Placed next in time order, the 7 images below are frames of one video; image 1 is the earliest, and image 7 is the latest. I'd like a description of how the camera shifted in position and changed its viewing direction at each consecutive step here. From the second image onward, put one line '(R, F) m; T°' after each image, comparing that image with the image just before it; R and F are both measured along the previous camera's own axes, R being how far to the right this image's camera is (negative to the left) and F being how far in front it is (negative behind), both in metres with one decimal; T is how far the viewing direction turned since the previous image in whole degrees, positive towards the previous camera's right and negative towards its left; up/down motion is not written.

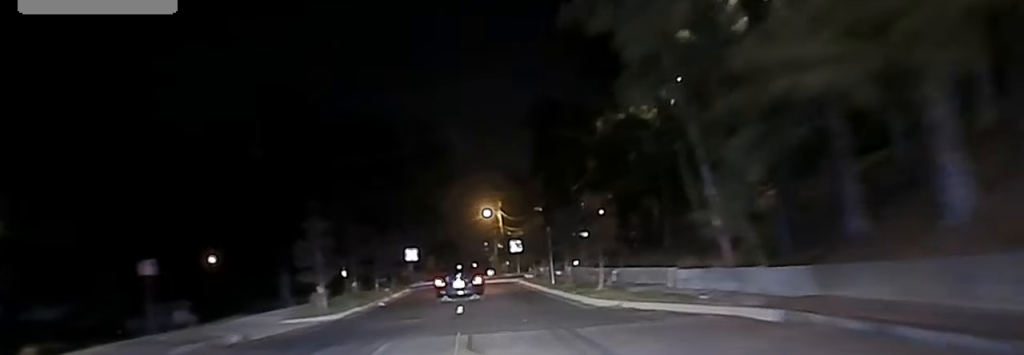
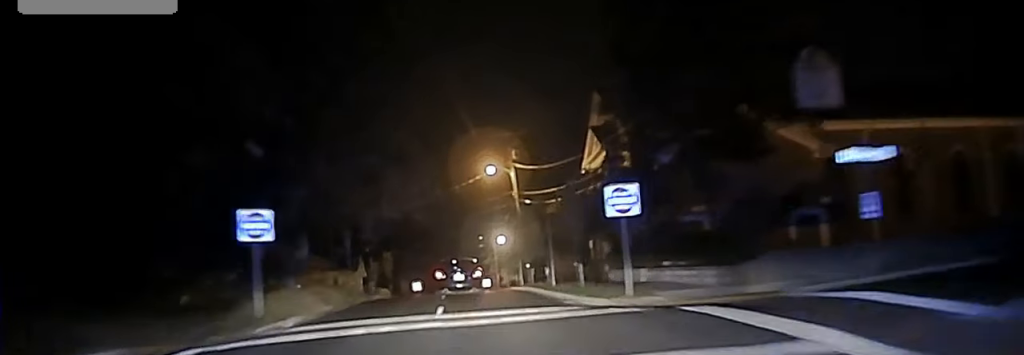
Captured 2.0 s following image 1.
(+0.7, +55.0) m; +1°
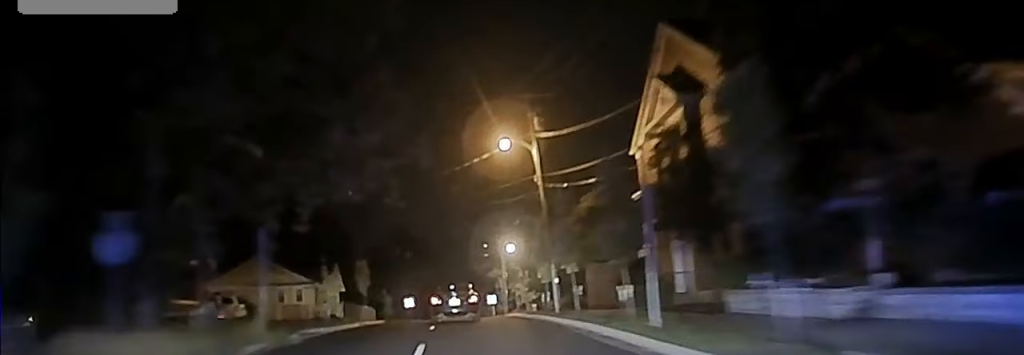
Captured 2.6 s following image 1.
(0.0, +17.0) m; 0°
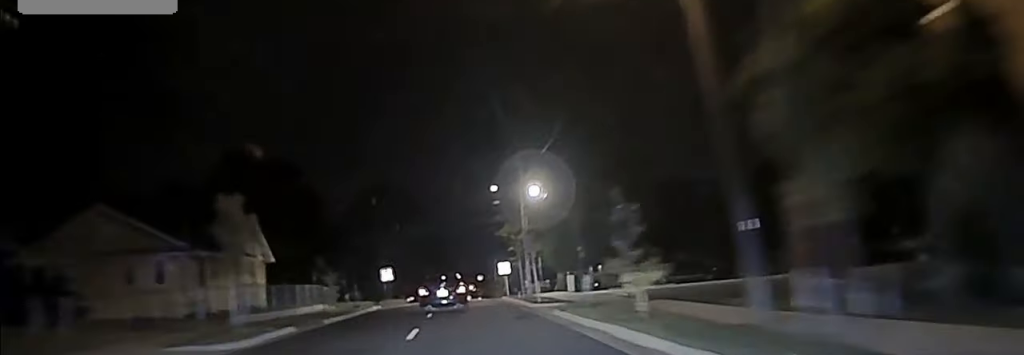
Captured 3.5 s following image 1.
(0.0, +26.7) m; 0°
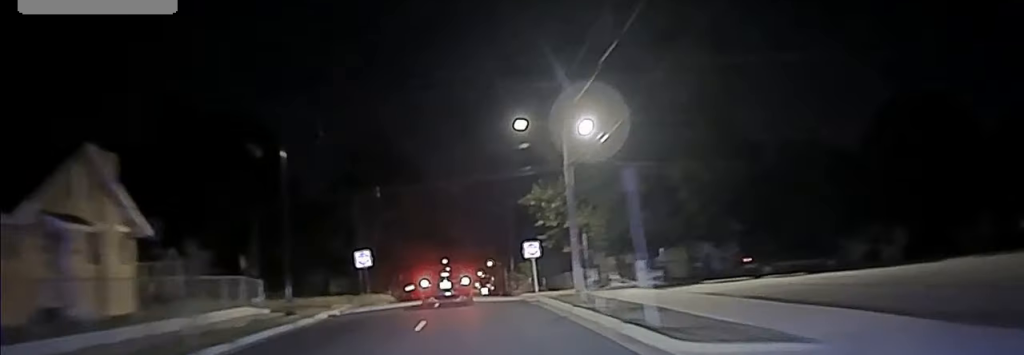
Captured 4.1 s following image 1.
(0.0, +21.6) m; 0°
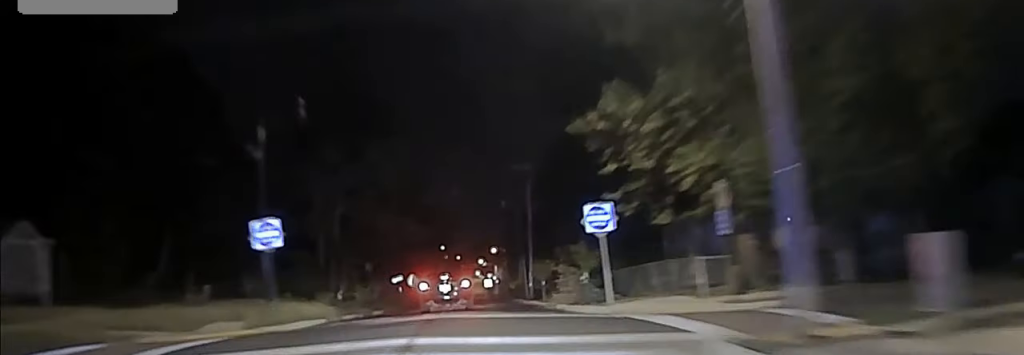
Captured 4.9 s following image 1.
(0.0, +25.8) m; 0°
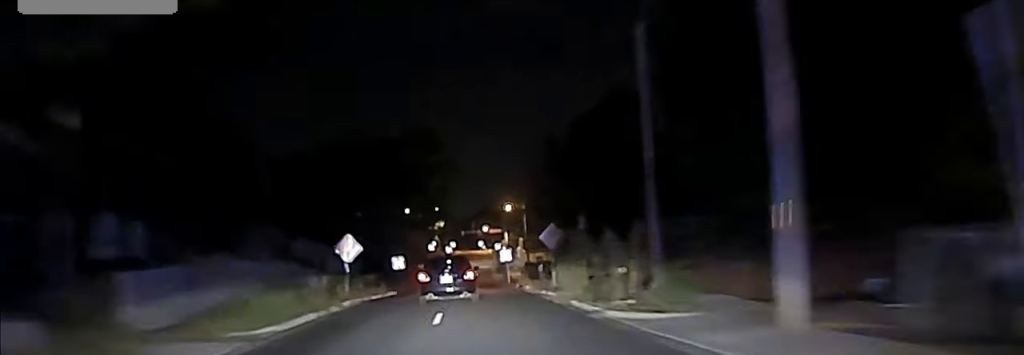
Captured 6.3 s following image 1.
(0.0, +56.8) m; 0°
